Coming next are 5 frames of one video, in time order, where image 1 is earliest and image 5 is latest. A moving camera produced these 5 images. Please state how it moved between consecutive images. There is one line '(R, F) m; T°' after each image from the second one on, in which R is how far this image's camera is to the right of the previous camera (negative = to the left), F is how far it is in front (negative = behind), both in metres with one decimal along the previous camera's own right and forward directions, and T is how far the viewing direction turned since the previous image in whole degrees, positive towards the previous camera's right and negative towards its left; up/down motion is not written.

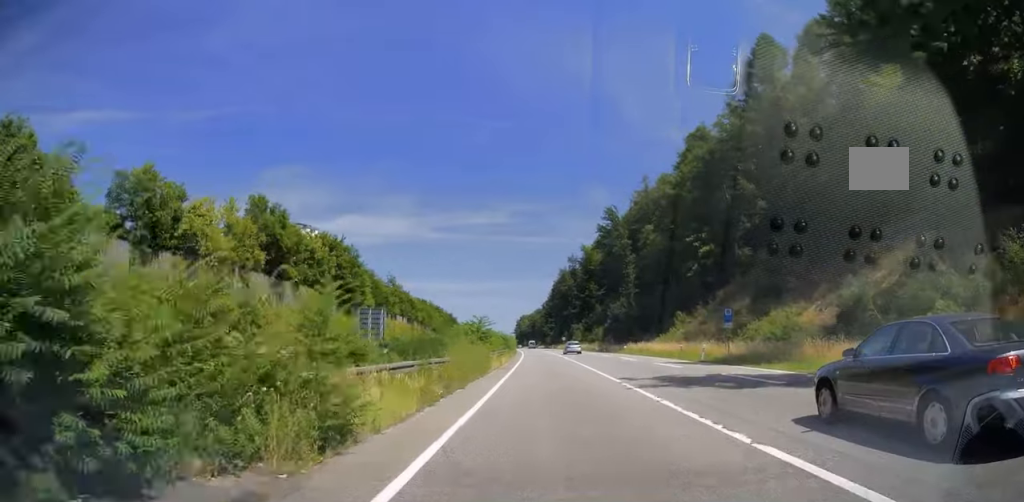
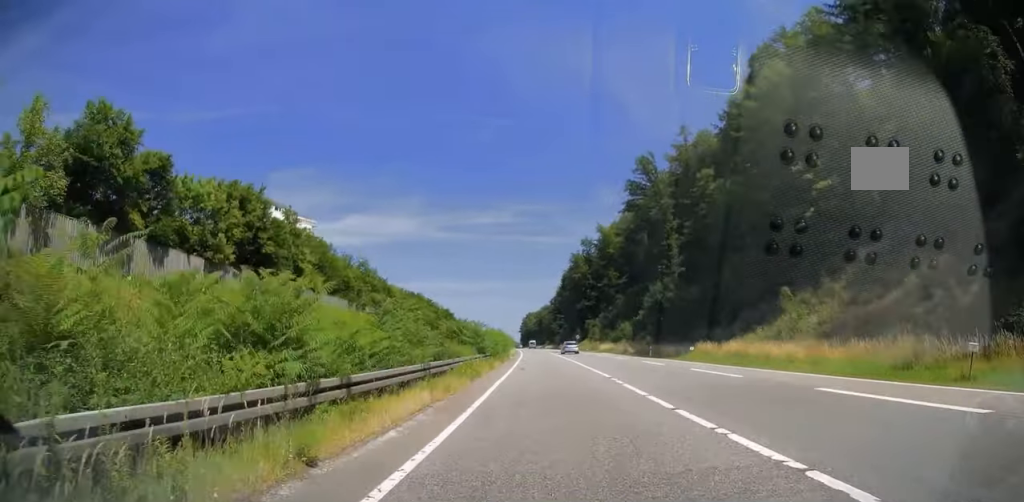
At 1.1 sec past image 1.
(+0.5, +32.2) m; 0°
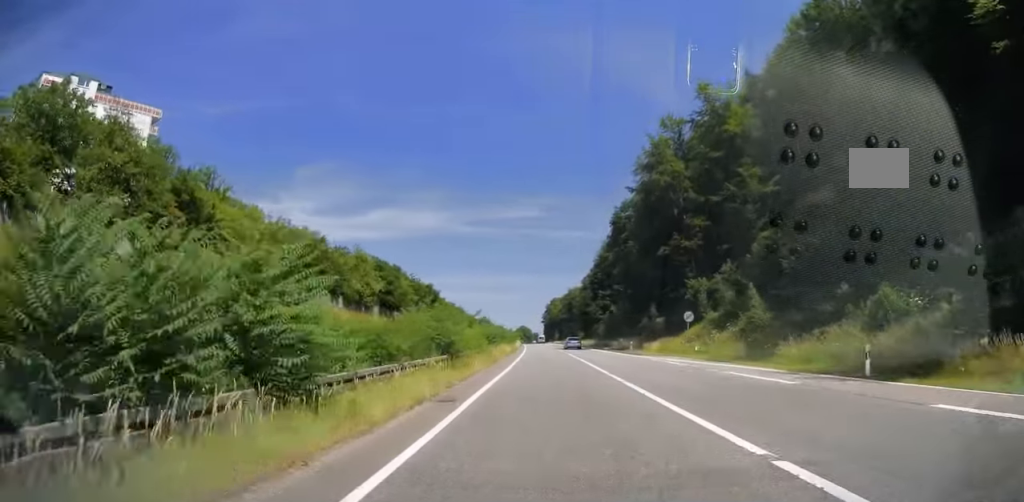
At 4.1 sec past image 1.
(-2.6, +87.9) m; -3°
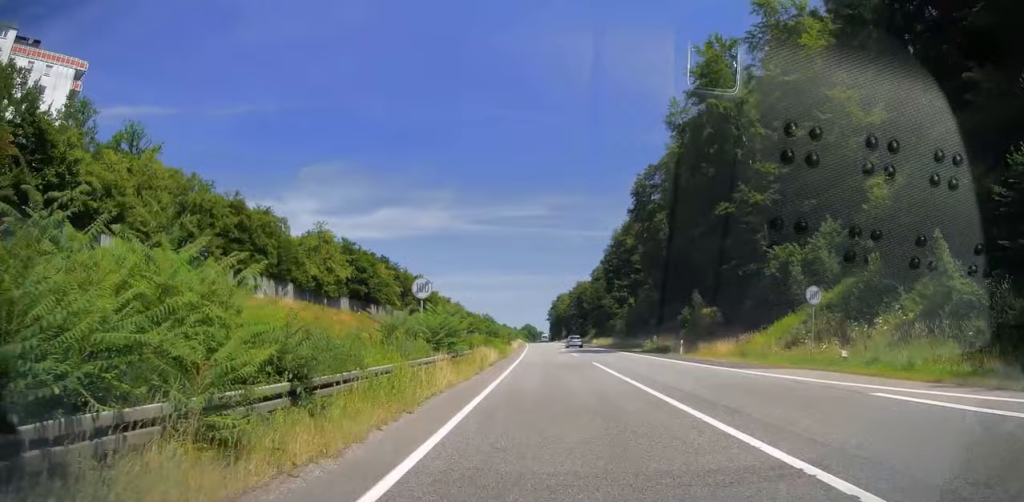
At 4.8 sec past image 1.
(-0.3, +22.0) m; -1°
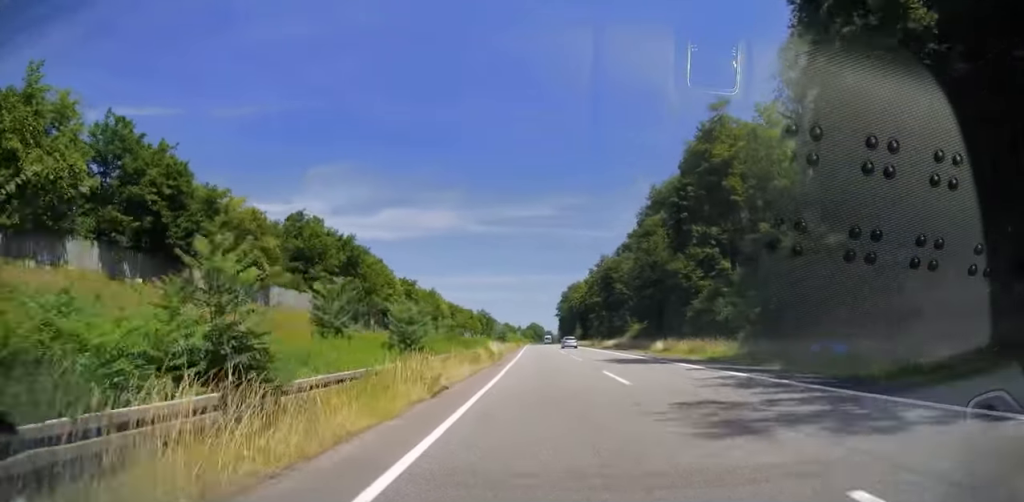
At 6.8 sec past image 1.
(-0.7, +61.2) m; -1°
